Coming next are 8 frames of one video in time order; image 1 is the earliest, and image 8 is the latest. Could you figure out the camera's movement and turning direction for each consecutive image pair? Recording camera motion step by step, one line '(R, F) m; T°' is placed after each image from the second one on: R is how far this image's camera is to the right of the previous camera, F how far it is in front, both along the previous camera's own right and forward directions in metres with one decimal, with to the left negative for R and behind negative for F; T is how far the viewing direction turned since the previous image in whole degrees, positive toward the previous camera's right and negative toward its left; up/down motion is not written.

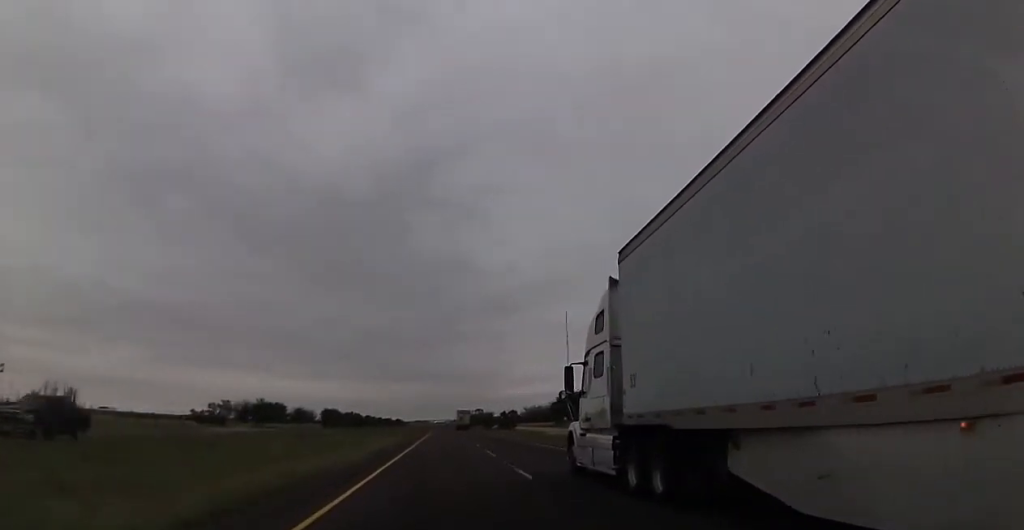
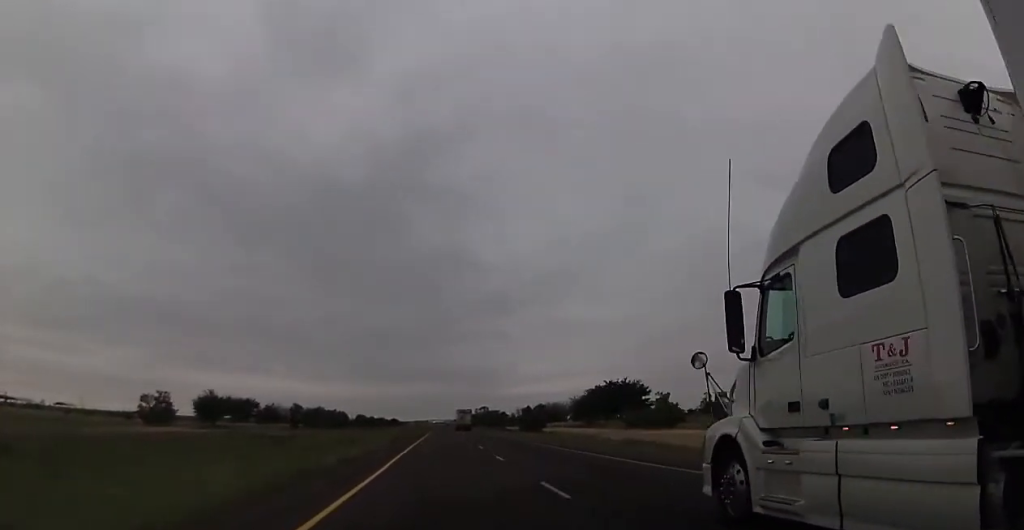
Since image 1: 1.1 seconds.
(-0.3, +40.9) m; 0°
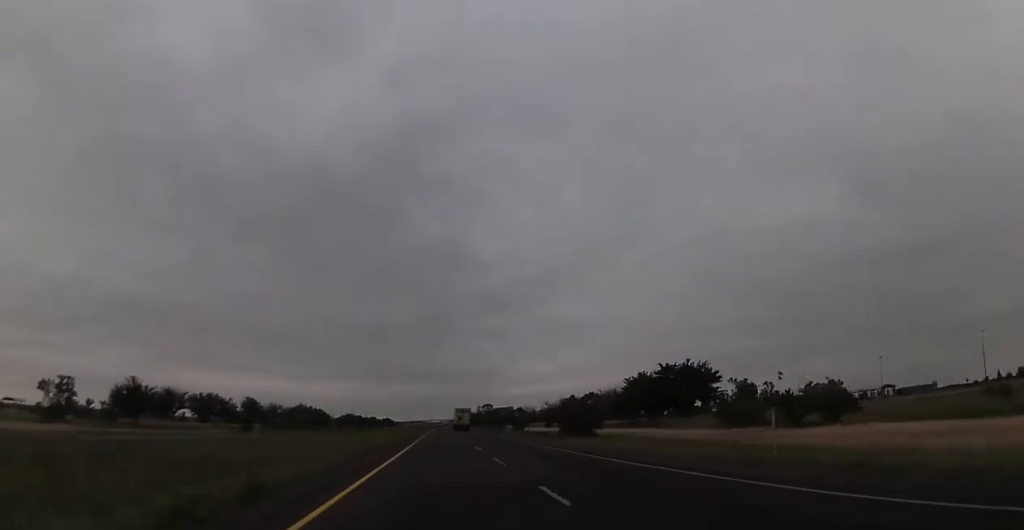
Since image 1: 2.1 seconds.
(+0.1, +37.1) m; 0°
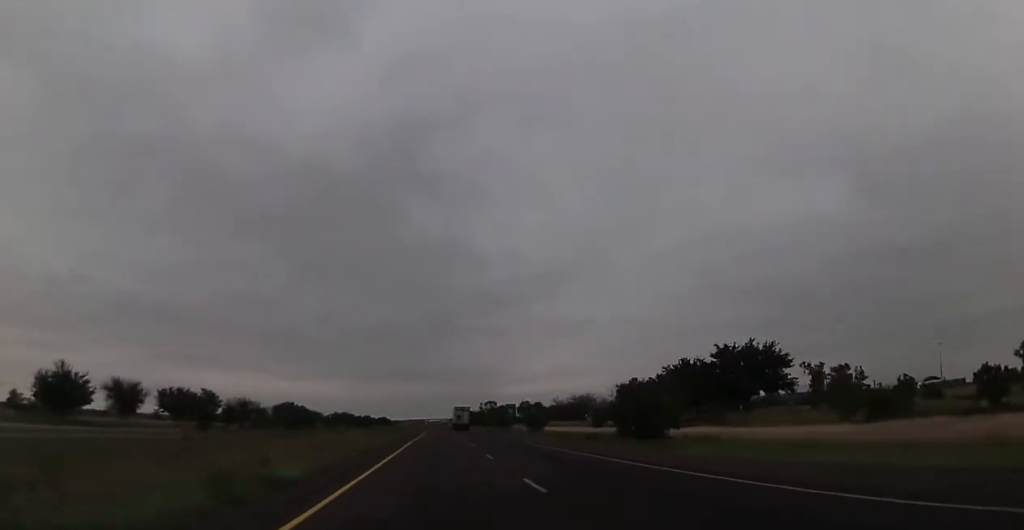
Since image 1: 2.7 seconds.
(+0.1, +22.3) m; 0°
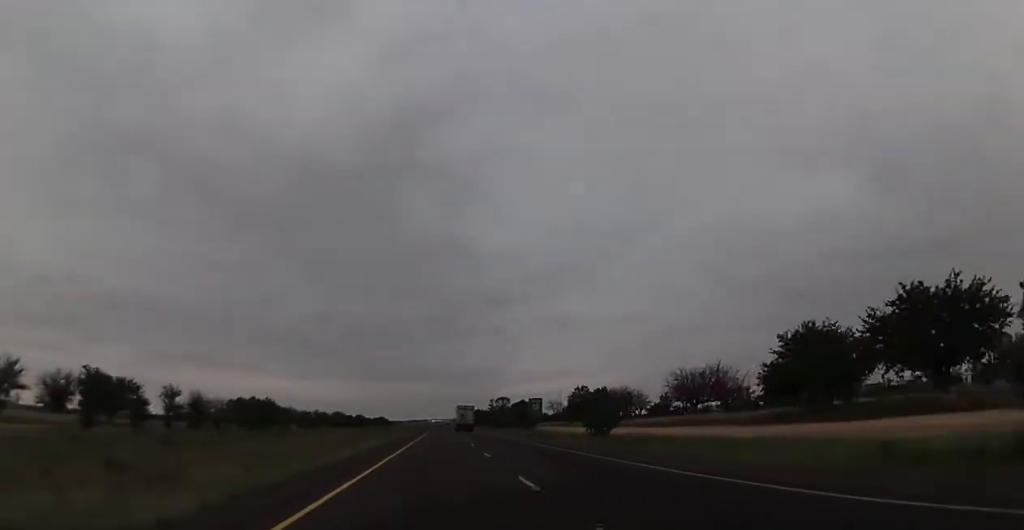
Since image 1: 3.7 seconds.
(-0.1, +35.8) m; 0°
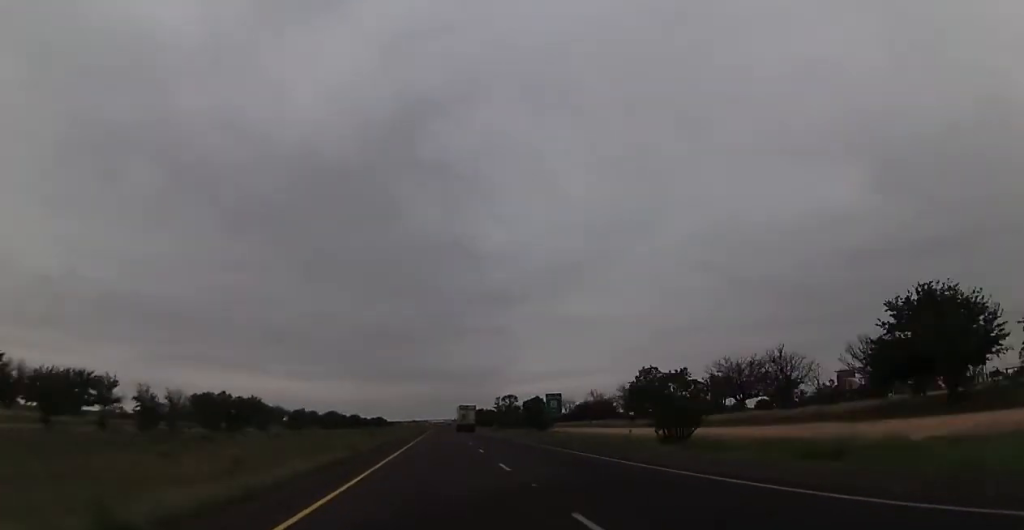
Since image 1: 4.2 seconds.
(+0.1, +18.5) m; 0°
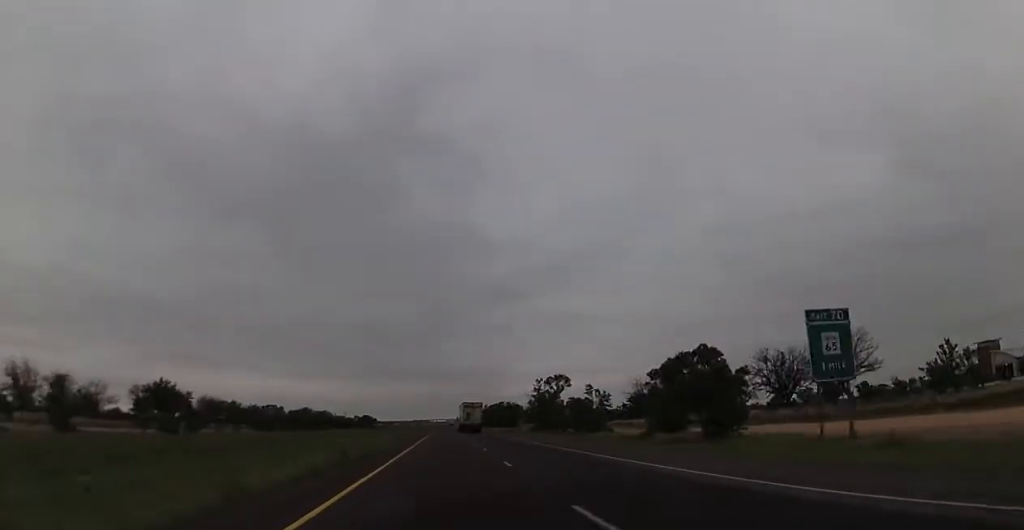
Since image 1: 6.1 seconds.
(-0.3, +71.8) m; 0°
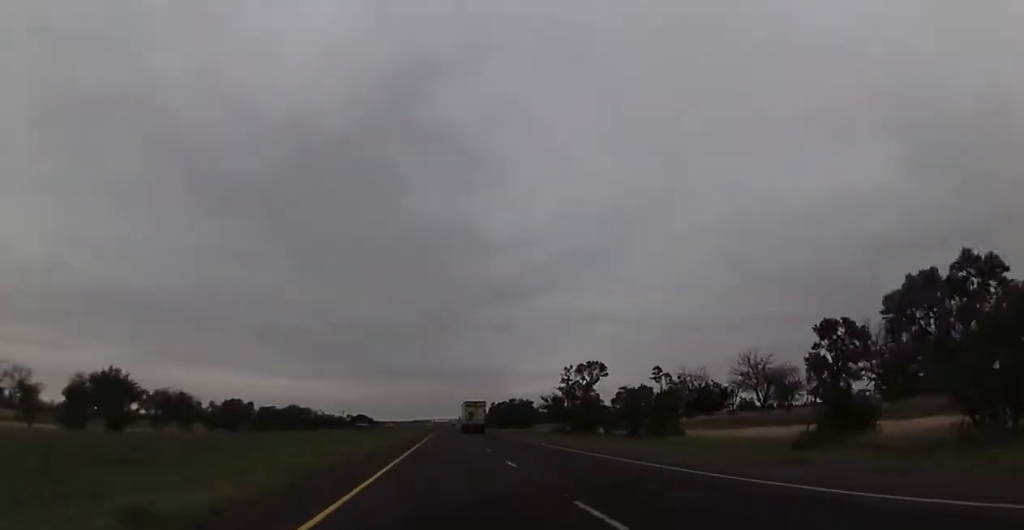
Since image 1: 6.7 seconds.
(+0.1, +23.4) m; 0°
